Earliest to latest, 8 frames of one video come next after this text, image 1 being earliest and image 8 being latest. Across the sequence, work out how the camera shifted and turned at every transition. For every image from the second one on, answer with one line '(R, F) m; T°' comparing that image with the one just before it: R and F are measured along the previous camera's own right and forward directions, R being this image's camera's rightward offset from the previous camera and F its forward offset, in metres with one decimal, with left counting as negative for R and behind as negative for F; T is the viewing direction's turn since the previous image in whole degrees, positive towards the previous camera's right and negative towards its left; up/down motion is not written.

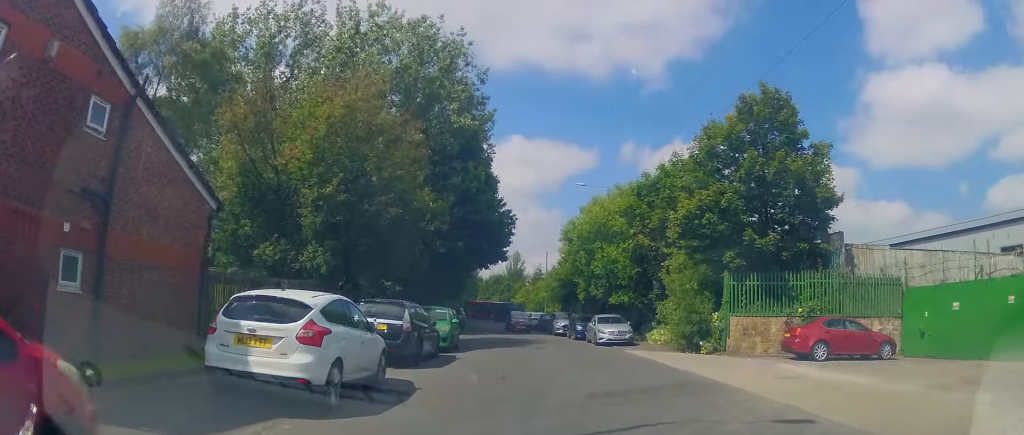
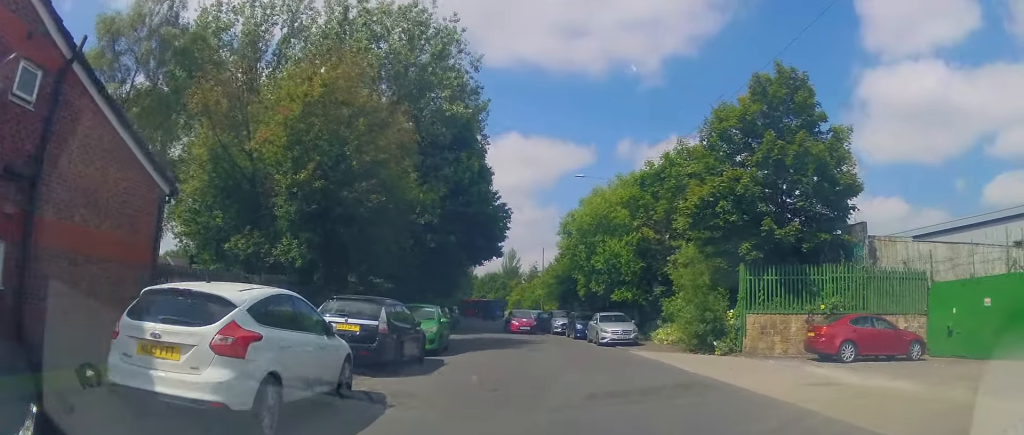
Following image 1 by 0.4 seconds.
(-0.3, +2.0) m; -2°
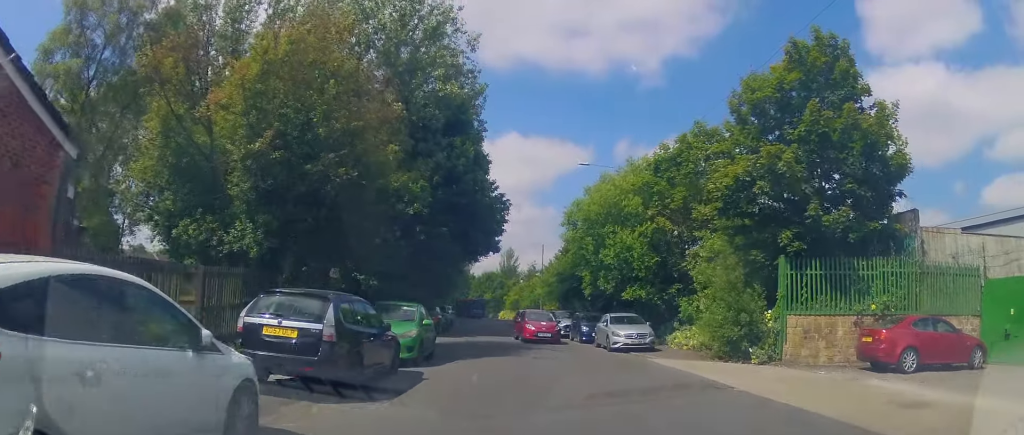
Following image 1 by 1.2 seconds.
(0.0, +3.3) m; +1°
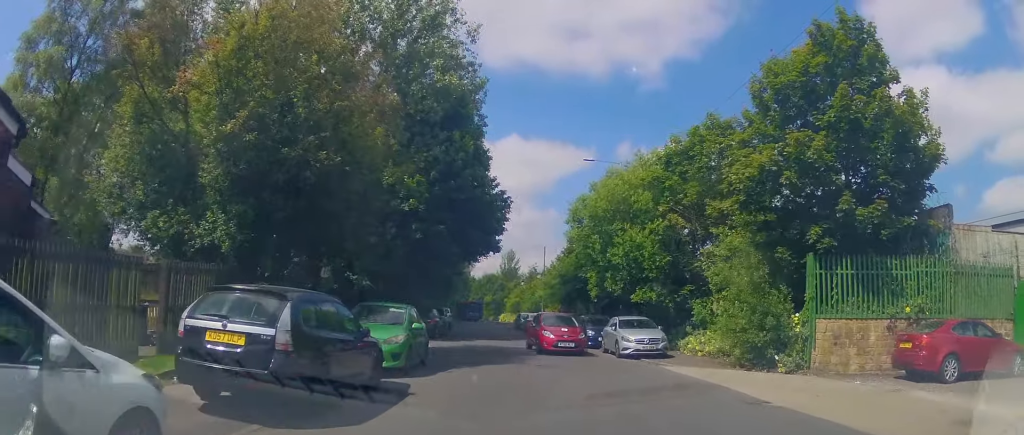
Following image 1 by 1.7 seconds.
(+0.1, +1.7) m; +3°
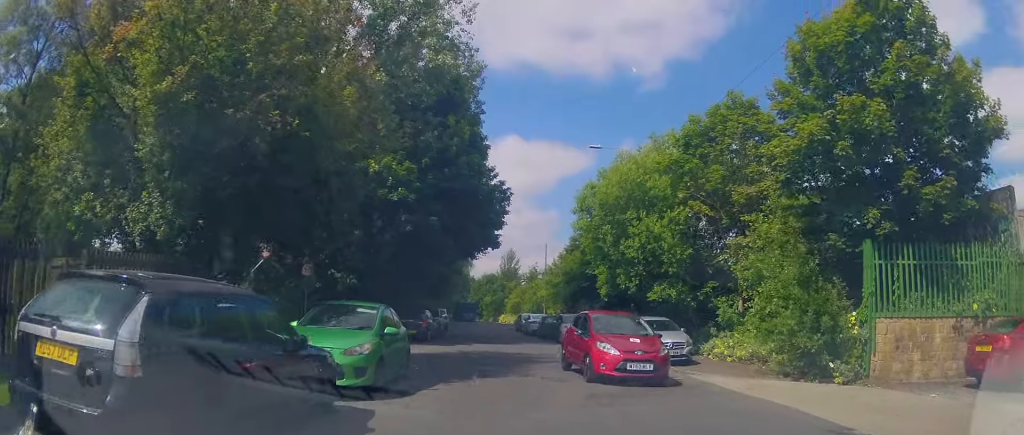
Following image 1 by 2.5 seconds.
(0.0, +2.7) m; +1°
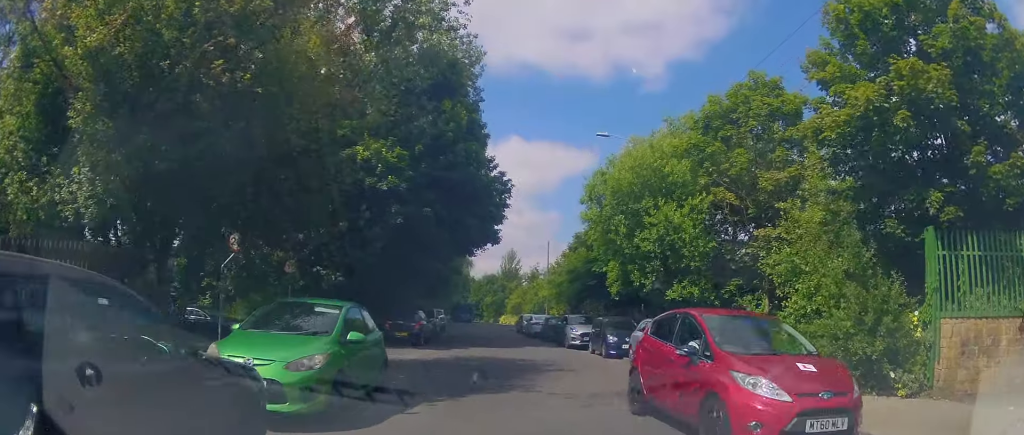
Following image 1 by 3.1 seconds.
(0.0, +2.2) m; +1°
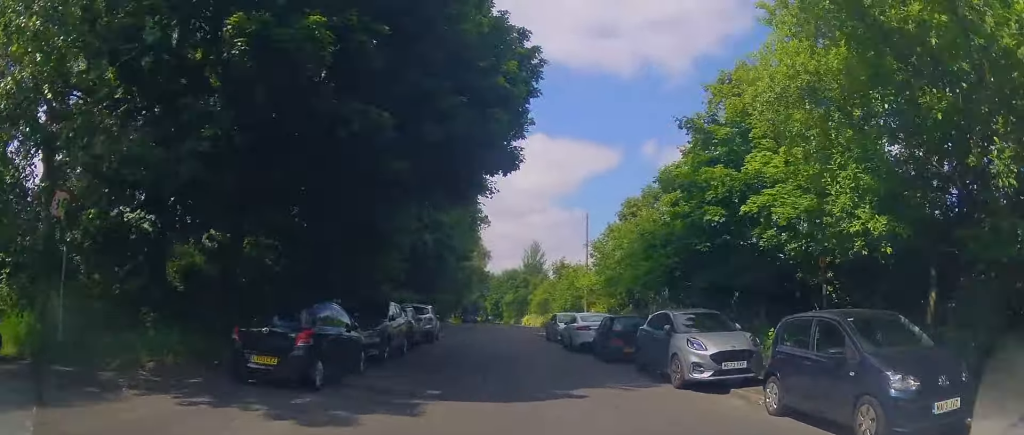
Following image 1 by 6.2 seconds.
(-0.7, +14.5) m; -5°
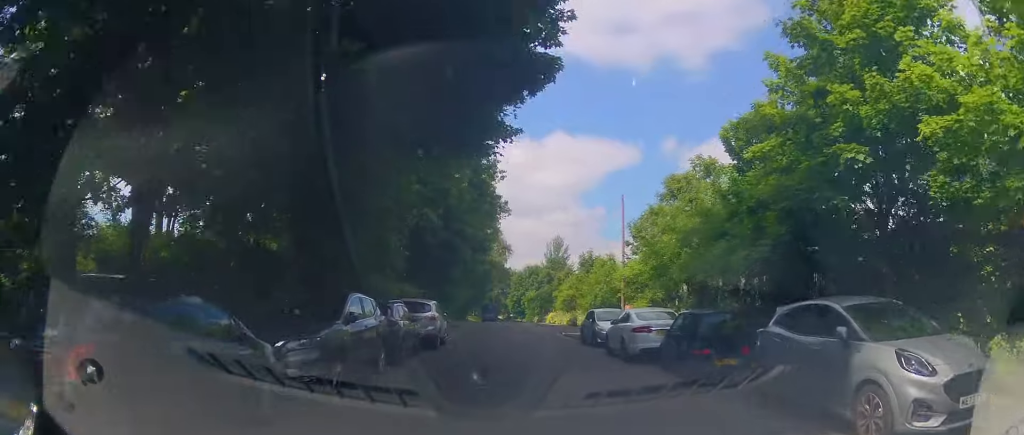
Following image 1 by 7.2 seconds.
(+0.2, +5.7) m; +3°
